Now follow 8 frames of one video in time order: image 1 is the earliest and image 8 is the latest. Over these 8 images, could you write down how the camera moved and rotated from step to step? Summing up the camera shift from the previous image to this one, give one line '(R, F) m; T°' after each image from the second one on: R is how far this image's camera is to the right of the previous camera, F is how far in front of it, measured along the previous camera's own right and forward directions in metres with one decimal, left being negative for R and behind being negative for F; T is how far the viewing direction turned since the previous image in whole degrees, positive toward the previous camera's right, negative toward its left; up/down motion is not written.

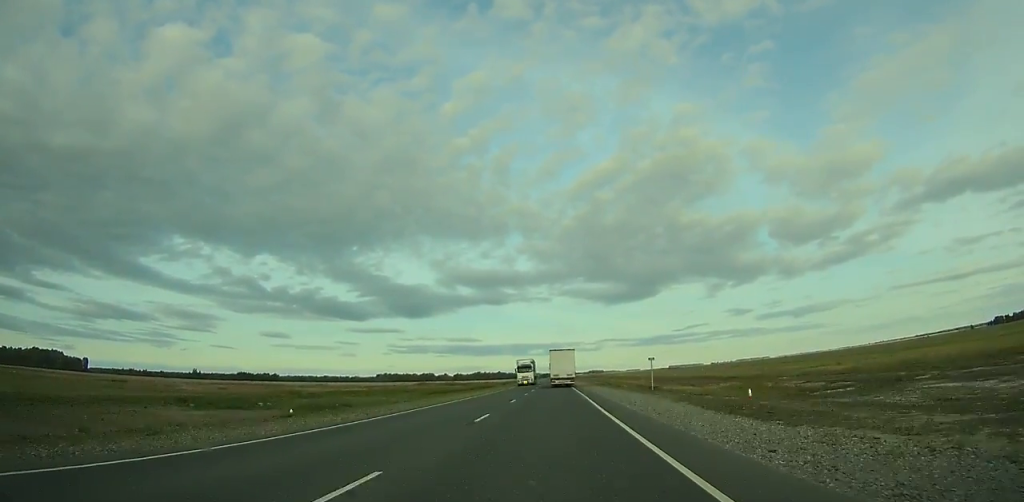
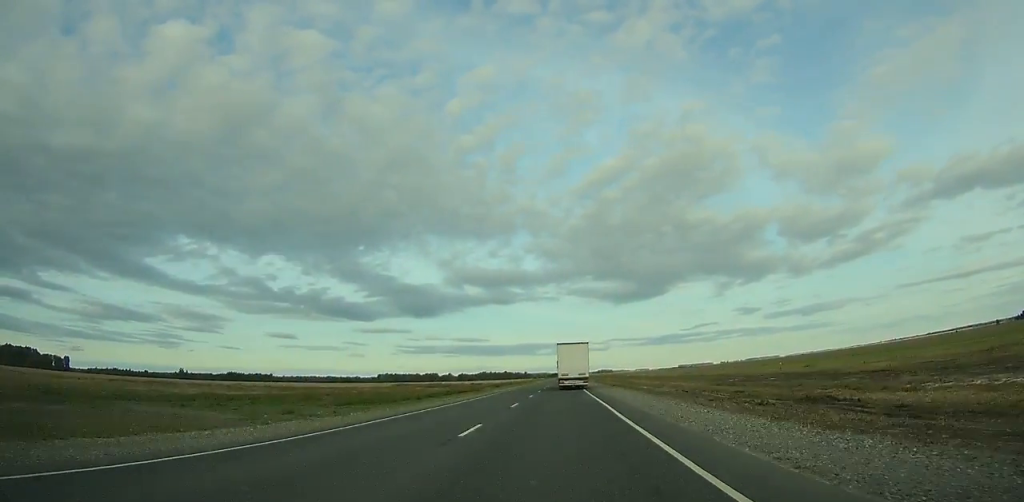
(+0.2, +61.9) m; 0°
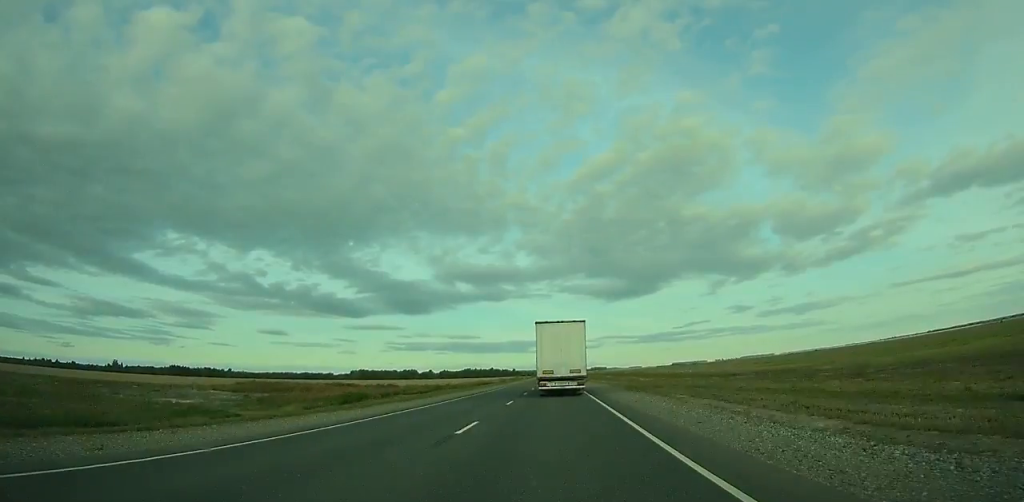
(-0.4, +144.6) m; 0°
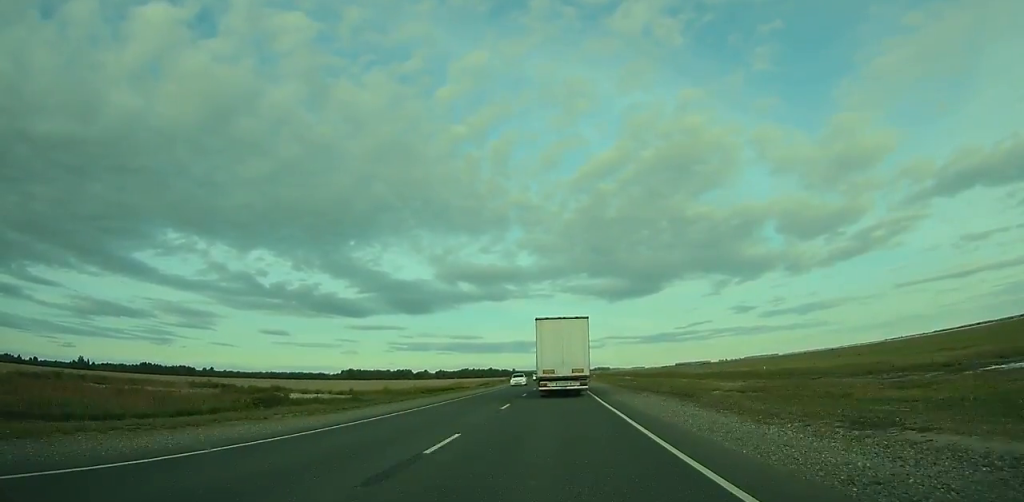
(+0.1, +79.7) m; 0°
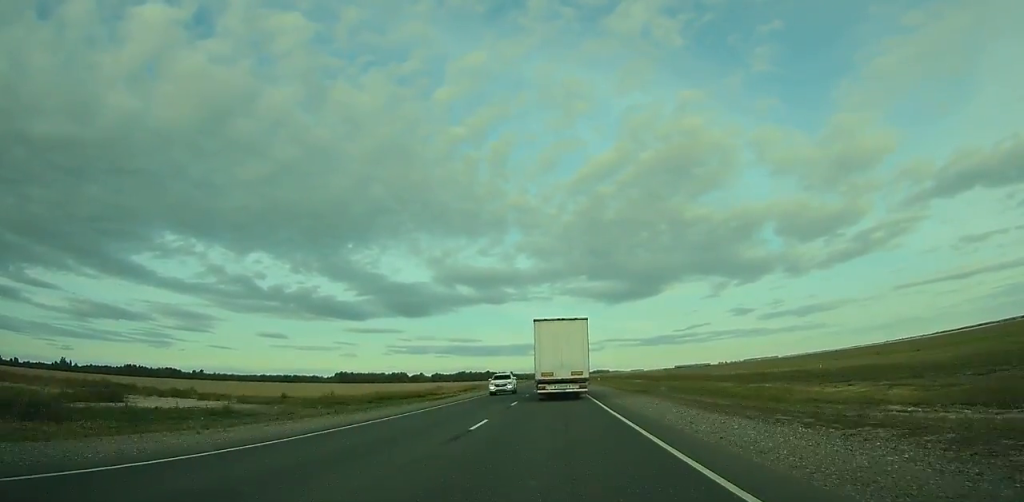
(0.0, +32.5) m; 0°
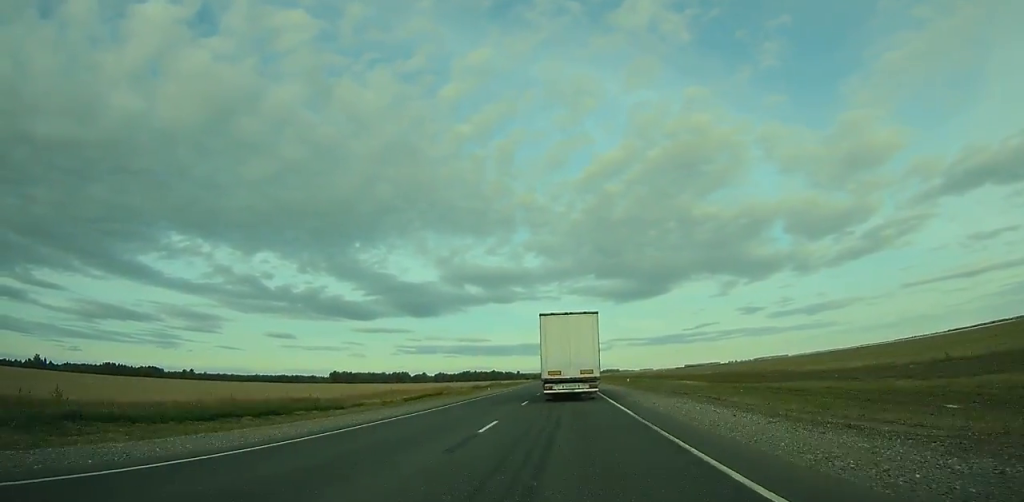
(0.0, +62.2) m; 0°
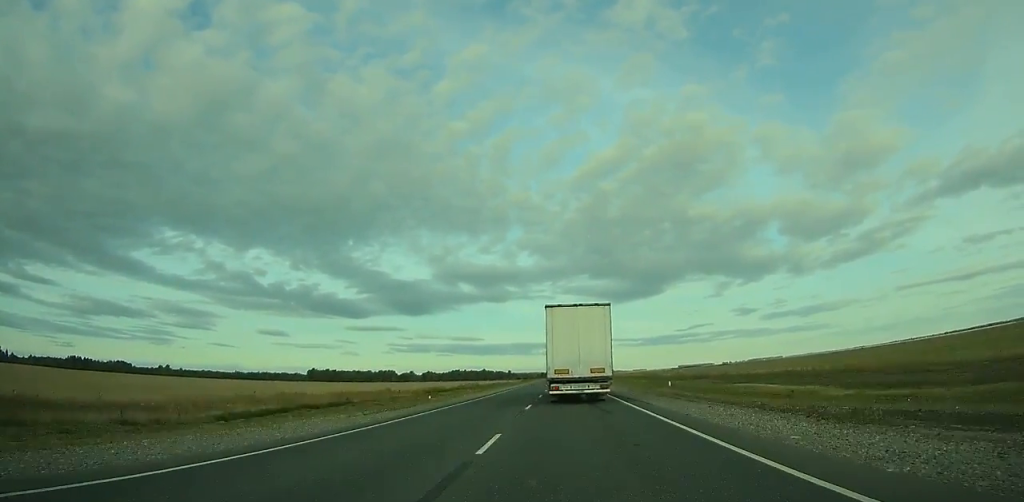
(+0.1, +52.1) m; 0°
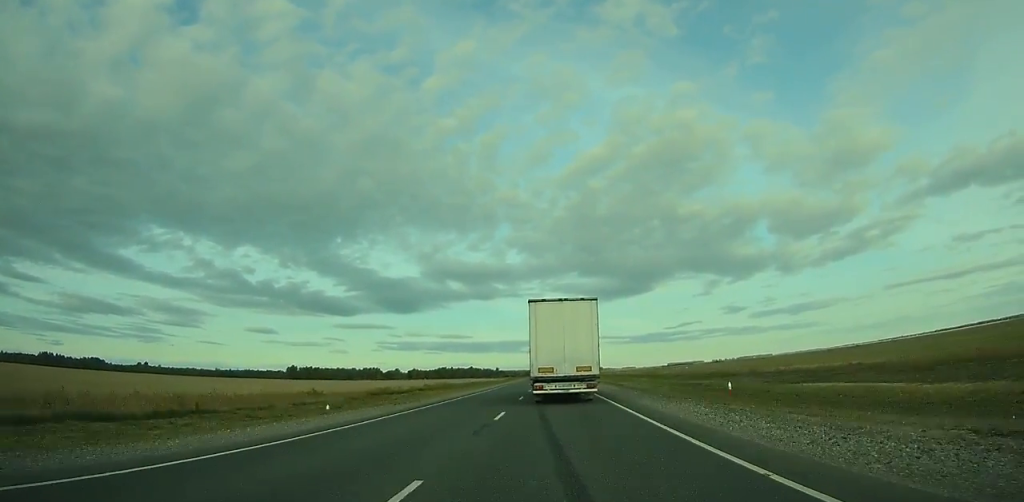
(+0.1, +29.9) m; 0°
